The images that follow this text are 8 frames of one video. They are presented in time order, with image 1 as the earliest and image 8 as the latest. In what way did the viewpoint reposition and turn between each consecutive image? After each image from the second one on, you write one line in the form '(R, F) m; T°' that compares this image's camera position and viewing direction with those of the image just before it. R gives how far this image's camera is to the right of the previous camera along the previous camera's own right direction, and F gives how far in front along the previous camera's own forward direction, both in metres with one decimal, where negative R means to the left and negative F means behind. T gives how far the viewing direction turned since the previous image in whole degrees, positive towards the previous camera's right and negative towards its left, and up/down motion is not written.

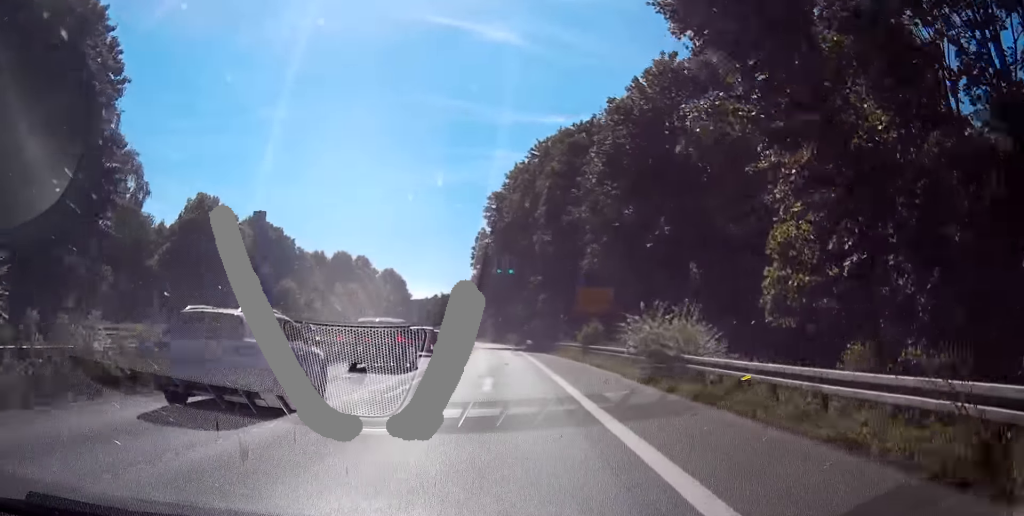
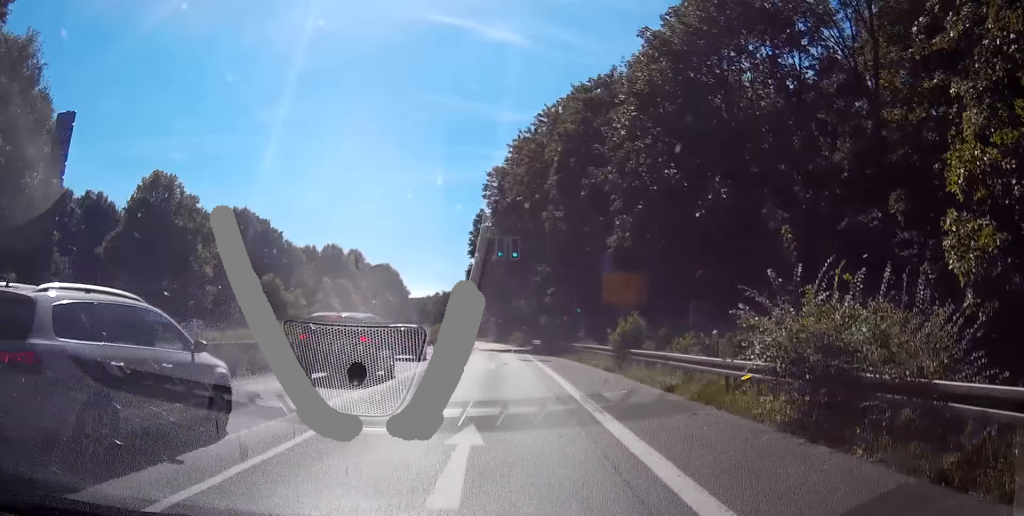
(0.0, +10.4) m; -2°
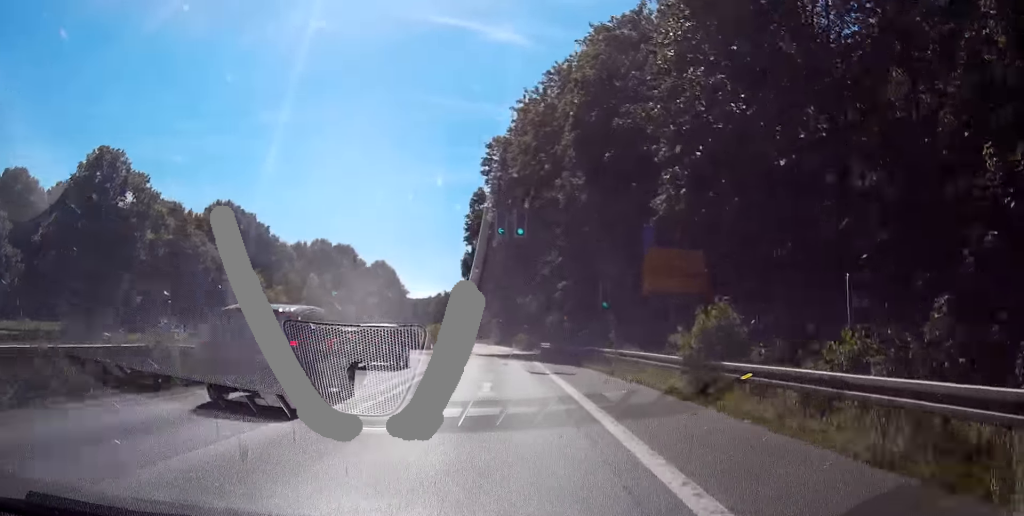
(+0.1, +9.8) m; -2°
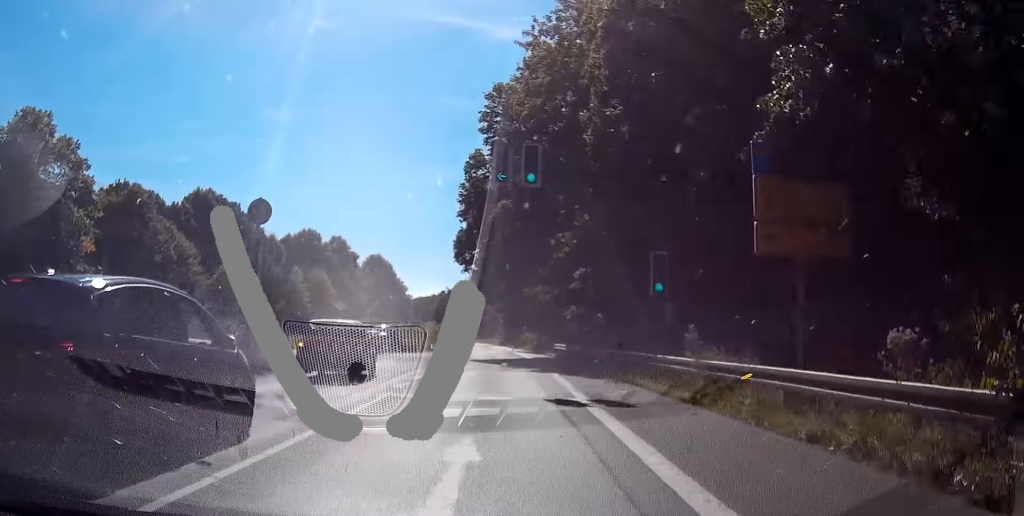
(-0.5, +10.6) m; -3°
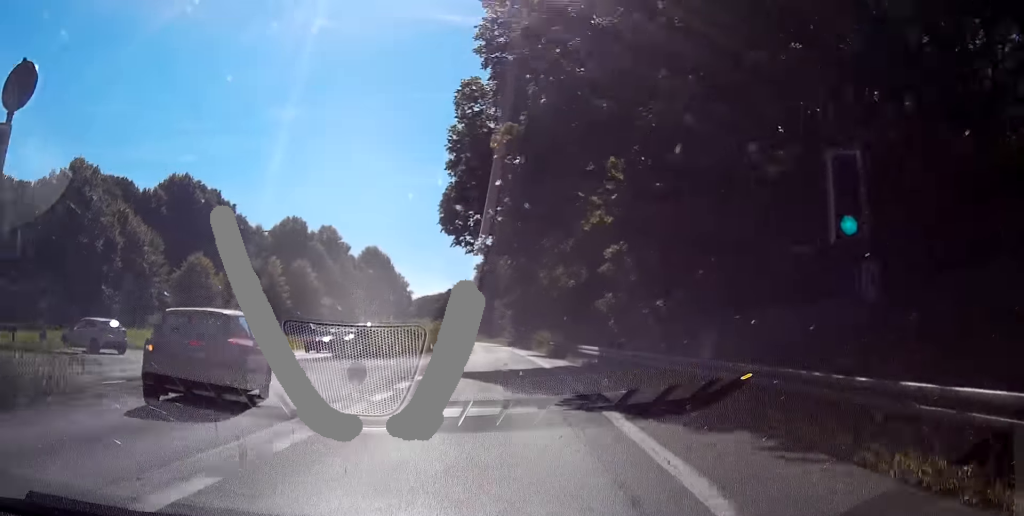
(-0.4, +12.1) m; -2°
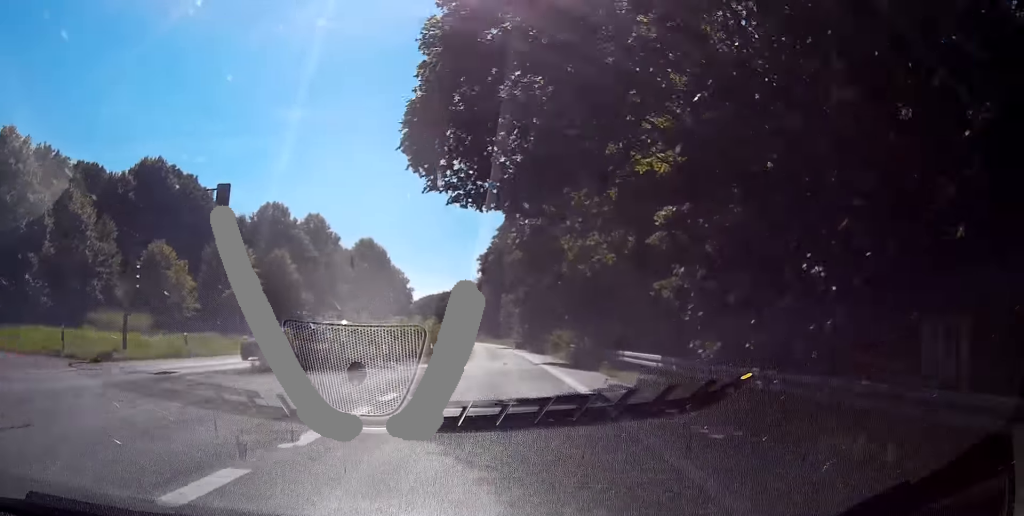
(-0.3, +11.6) m; -1°
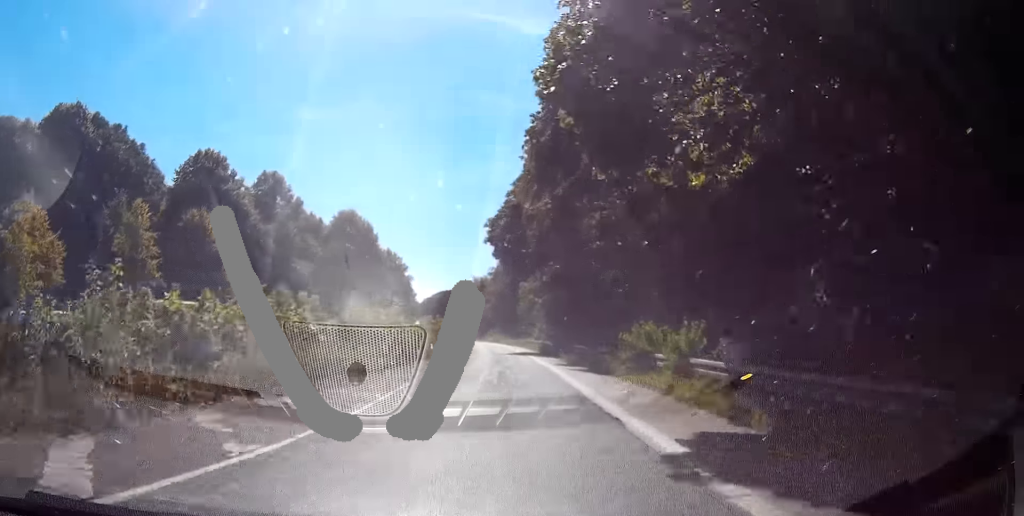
(-0.1, +25.5) m; 0°
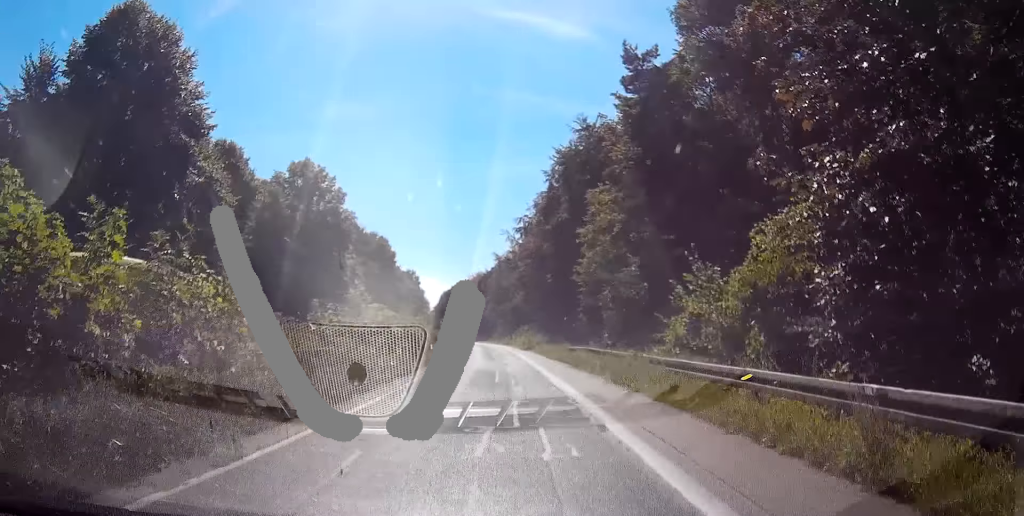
(+0.7, +61.8) m; +1°
